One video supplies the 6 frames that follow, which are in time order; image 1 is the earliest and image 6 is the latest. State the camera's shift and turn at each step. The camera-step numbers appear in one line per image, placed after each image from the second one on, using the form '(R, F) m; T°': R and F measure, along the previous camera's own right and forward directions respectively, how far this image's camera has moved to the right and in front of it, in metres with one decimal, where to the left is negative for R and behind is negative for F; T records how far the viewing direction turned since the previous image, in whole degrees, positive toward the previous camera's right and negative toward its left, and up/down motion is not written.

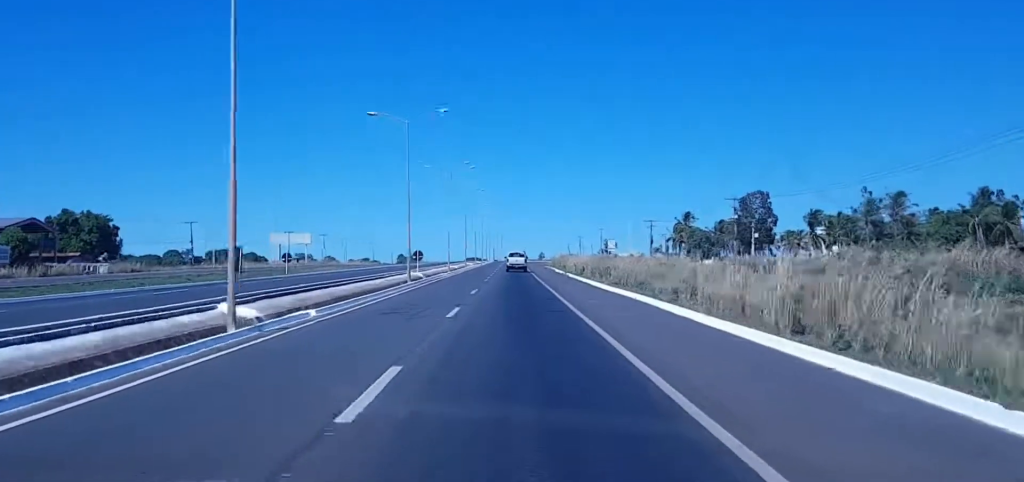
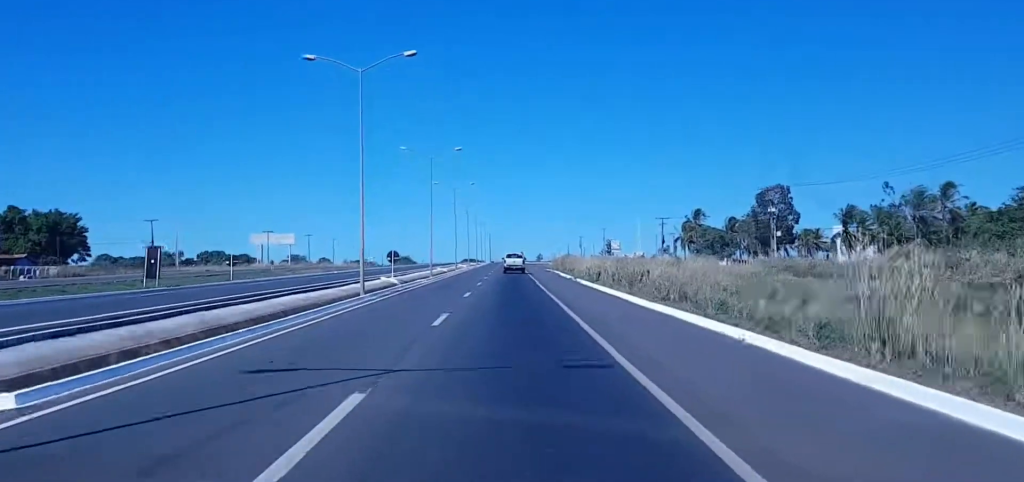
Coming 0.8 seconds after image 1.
(+0.2, +17.9) m; 0°
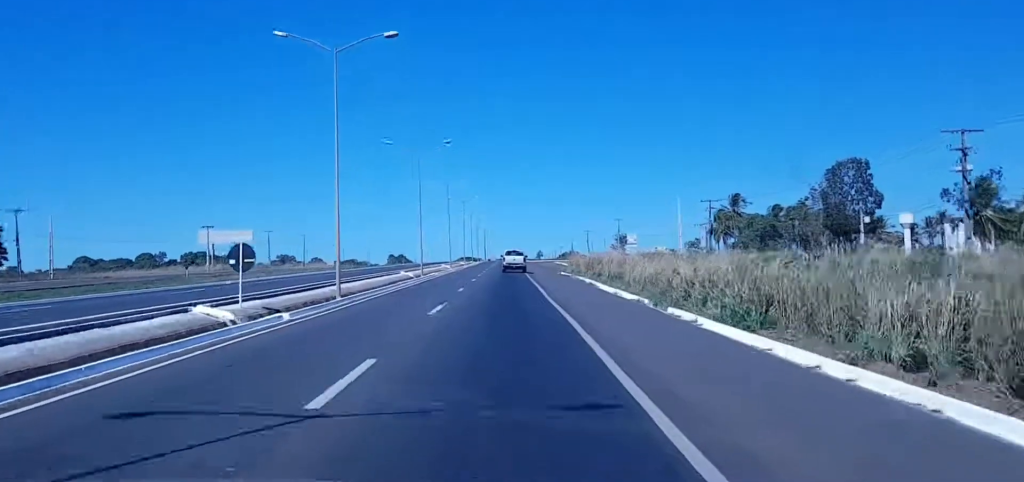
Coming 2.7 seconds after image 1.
(-0.2, +43.4) m; -1°
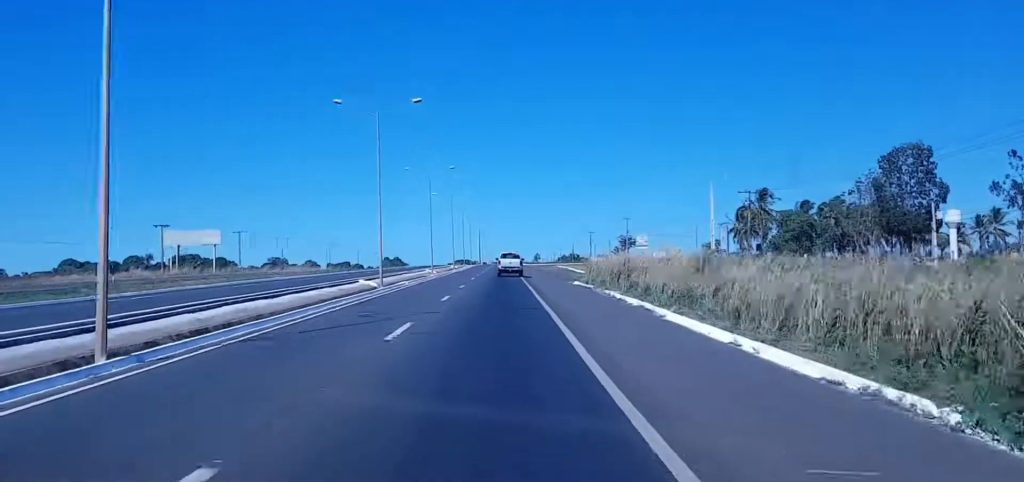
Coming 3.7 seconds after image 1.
(0.0, +22.7) m; 0°
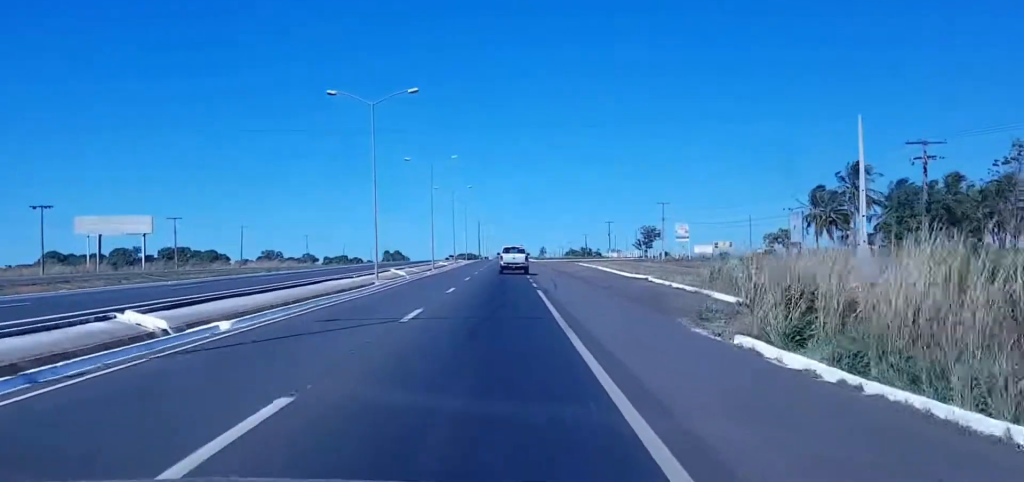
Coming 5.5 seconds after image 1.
(+0.1, +43.5) m; 0°
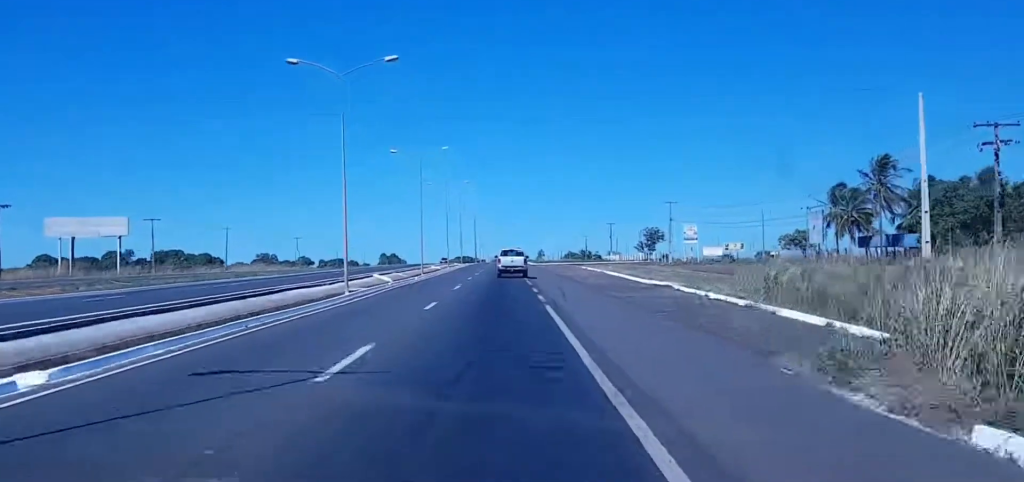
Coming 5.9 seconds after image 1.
(-0.1, +9.5) m; -1°
